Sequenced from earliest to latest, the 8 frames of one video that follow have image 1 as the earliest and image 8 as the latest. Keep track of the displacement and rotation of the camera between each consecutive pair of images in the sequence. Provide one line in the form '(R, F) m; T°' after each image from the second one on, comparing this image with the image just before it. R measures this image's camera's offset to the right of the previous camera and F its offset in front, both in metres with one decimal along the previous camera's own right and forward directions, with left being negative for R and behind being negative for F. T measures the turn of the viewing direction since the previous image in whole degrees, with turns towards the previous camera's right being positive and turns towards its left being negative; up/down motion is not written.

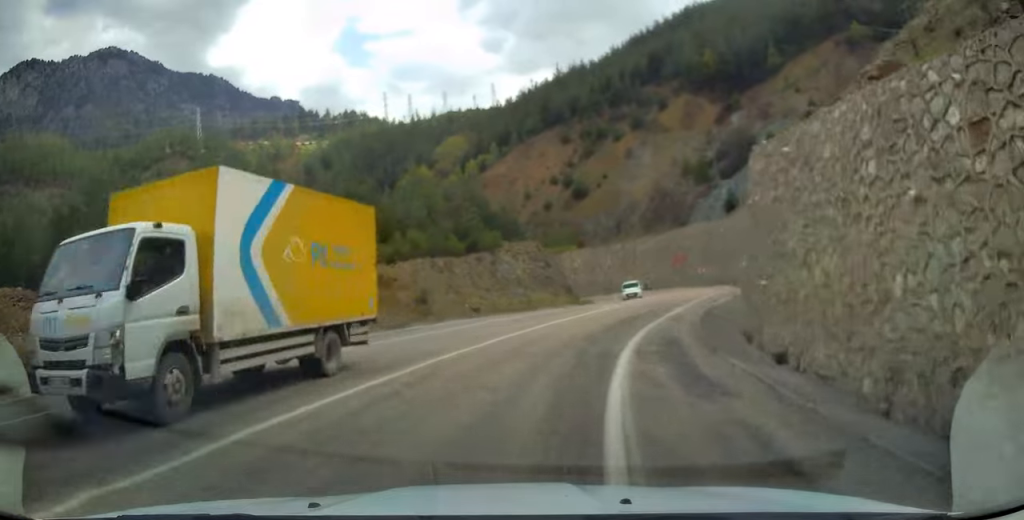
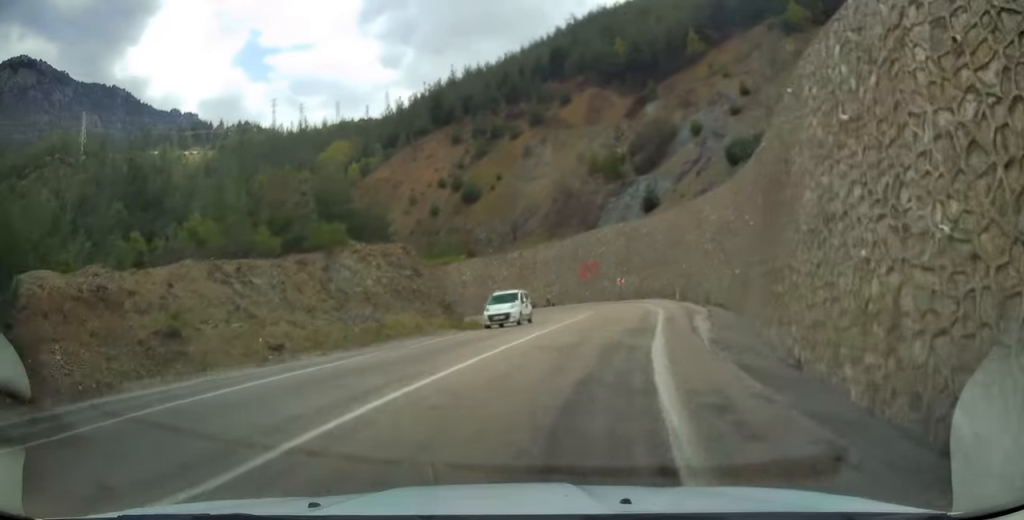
(+1.3, +15.2) m; +8°
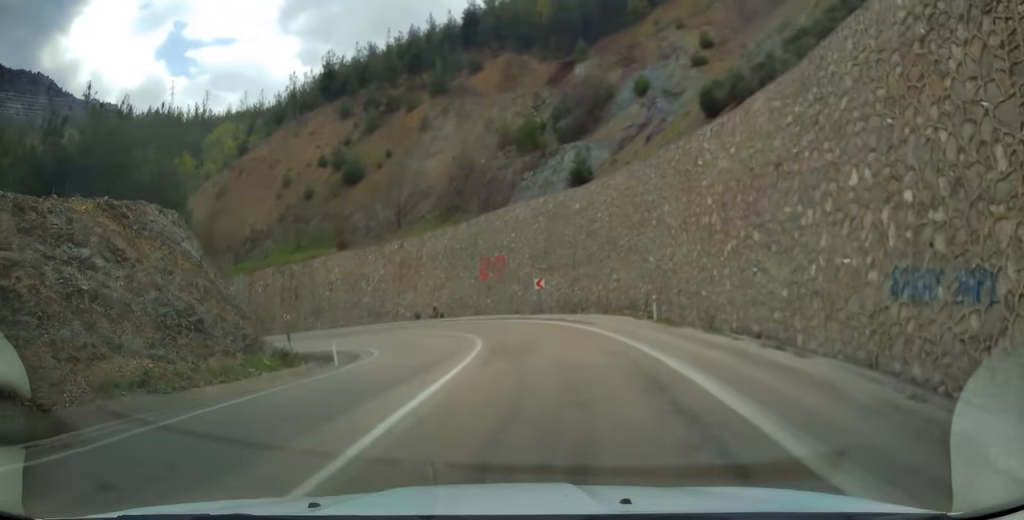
(+1.5, +21.1) m; +6°
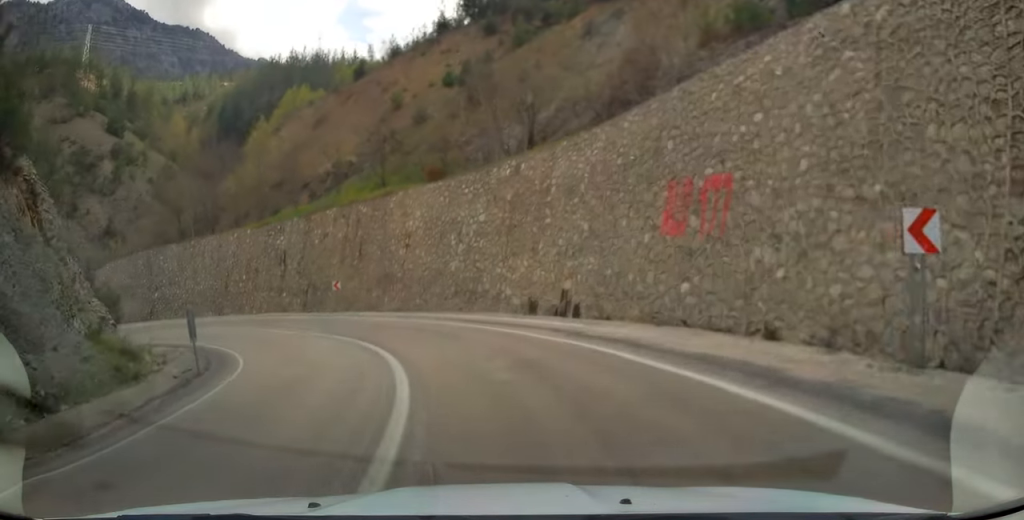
(-2.9, +29.7) m; -19°
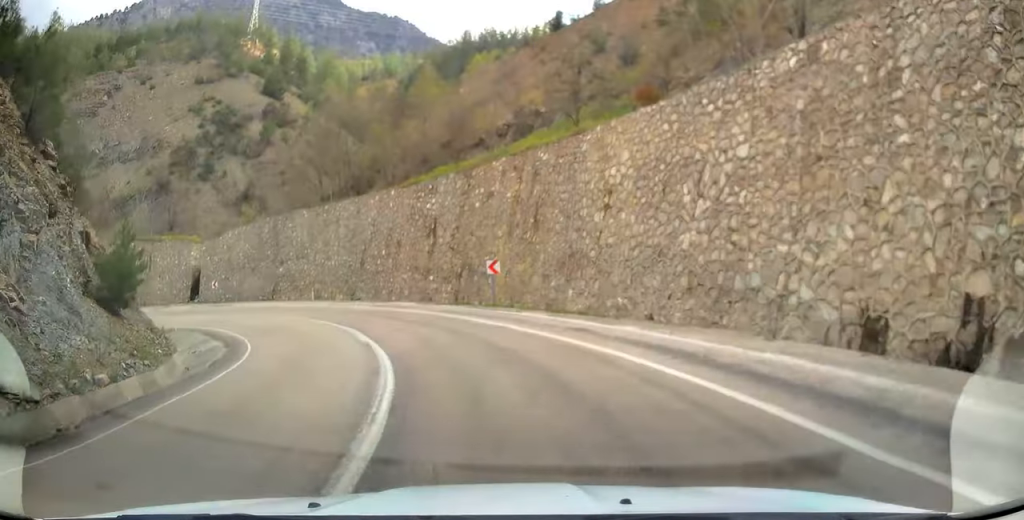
(-2.9, +15.2) m; -19°
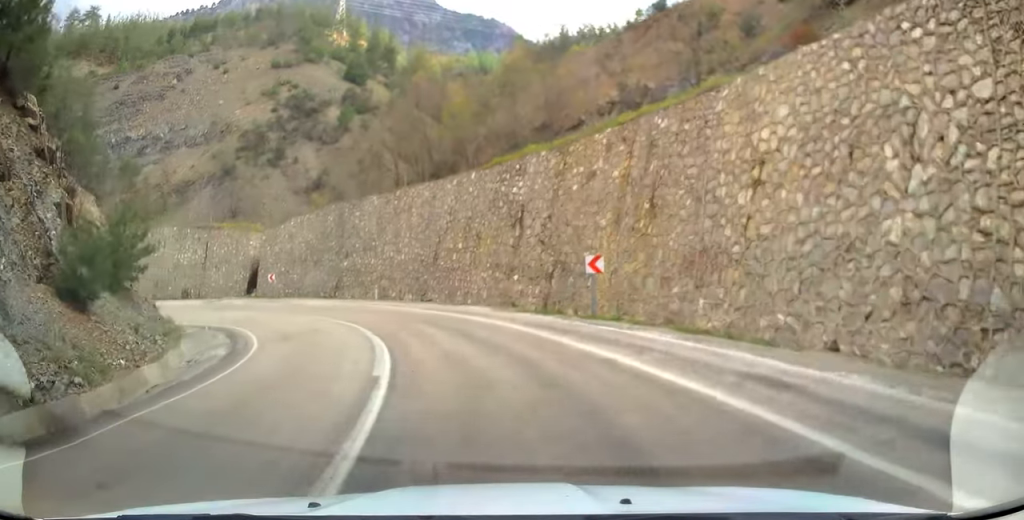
(-0.4, +7.2) m; -8°
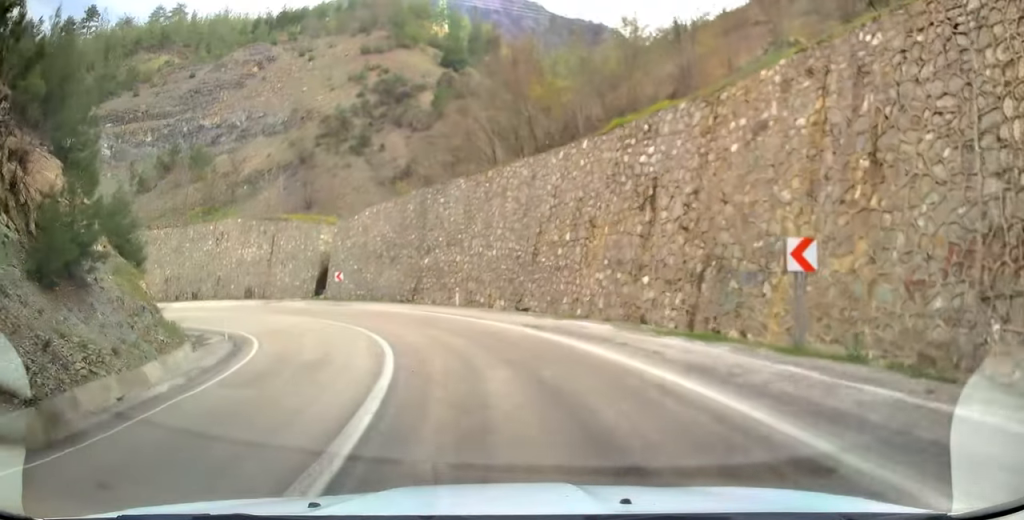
(-0.9, +9.0) m; -11°
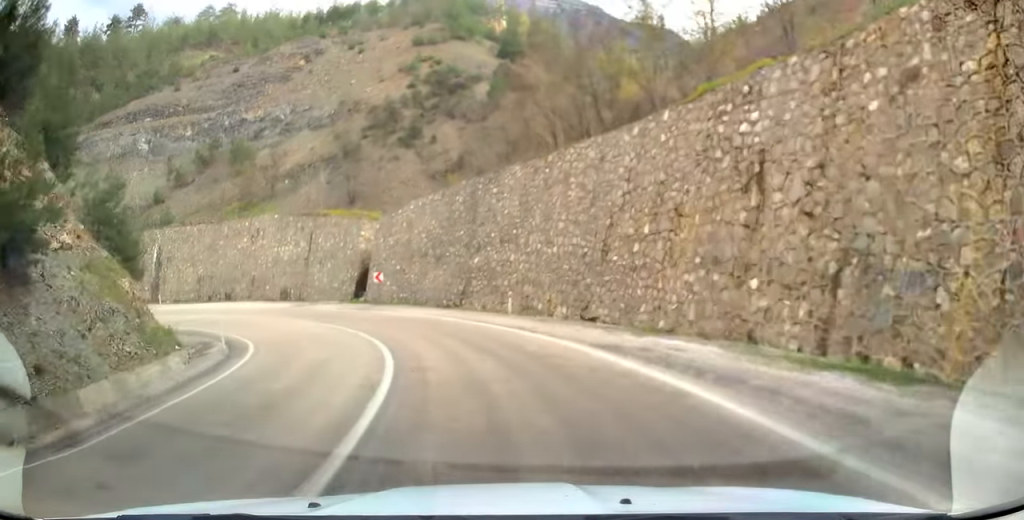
(+0.3, +5.2) m; -6°
